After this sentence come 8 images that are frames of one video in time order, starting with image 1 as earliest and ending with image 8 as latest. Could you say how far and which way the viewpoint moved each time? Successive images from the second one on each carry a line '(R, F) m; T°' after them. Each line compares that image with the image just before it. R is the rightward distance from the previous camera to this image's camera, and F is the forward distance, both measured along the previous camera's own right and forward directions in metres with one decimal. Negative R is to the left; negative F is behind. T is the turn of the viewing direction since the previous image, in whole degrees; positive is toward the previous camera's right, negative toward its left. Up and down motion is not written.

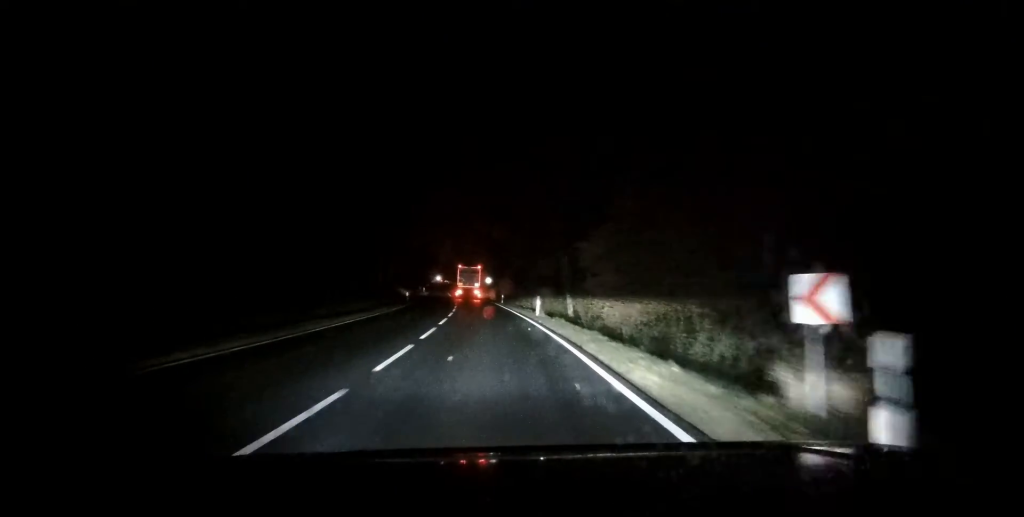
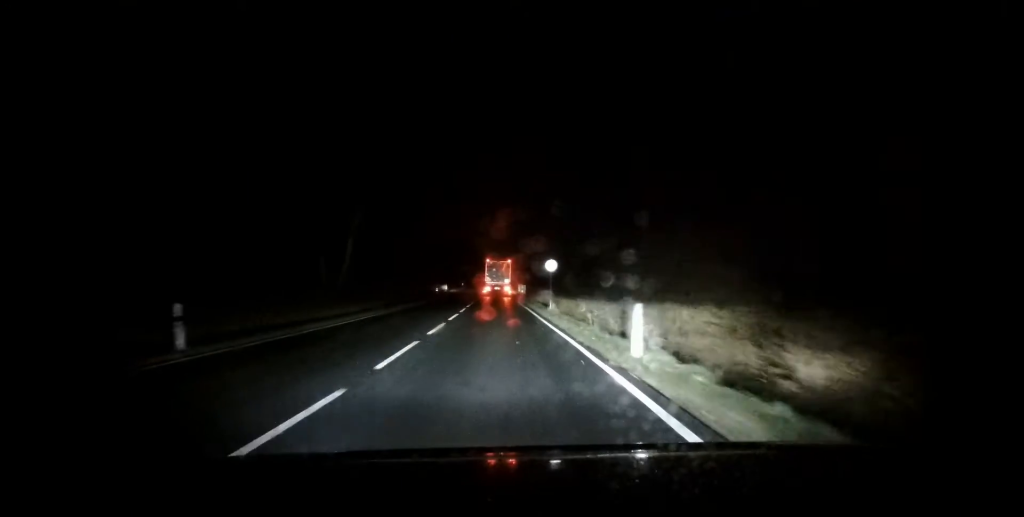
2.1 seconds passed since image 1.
(-1.7, +42.1) m; -4°
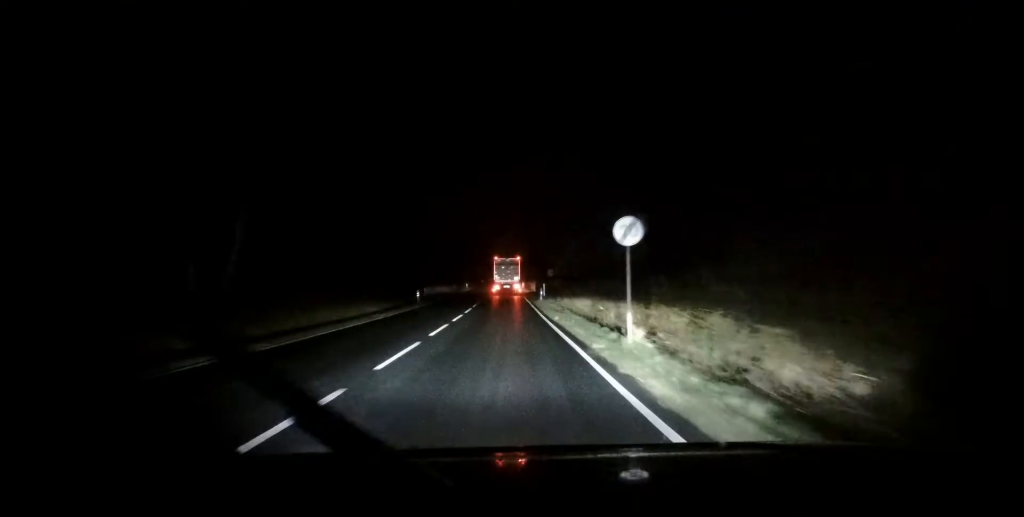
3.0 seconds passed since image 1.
(-0.3, +17.8) m; -1°
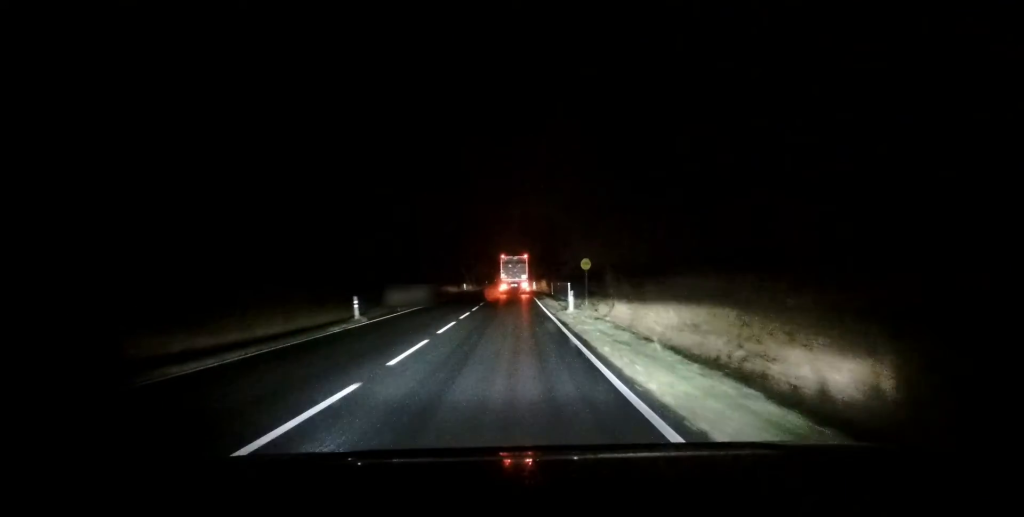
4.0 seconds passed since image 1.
(-0.1, +17.3) m; 0°
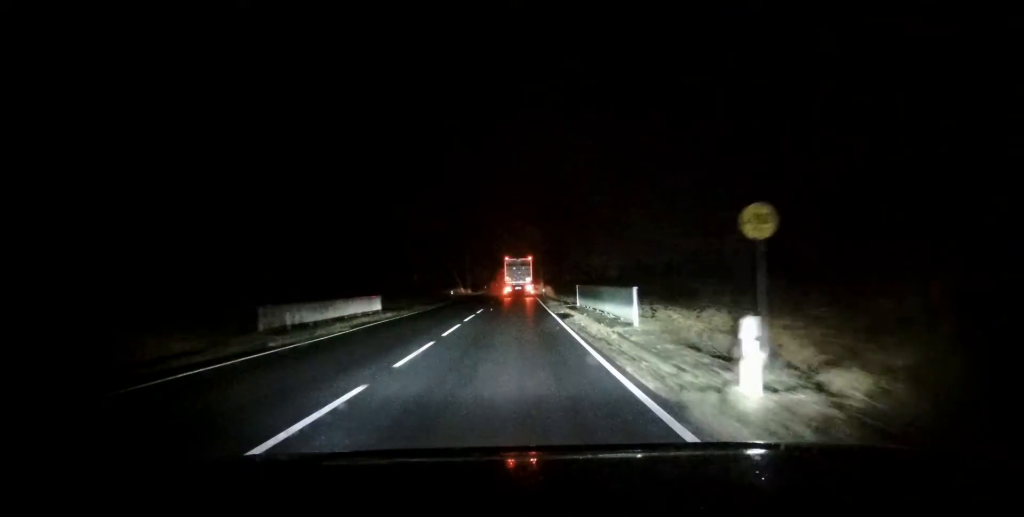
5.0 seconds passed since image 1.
(0.0, +17.9) m; -1°
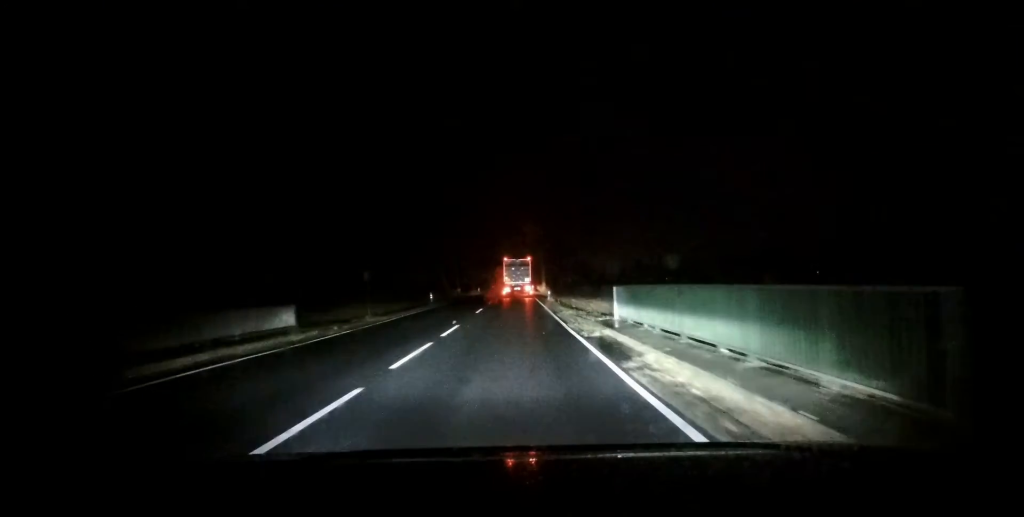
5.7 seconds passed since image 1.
(-0.1, +12.2) m; 0°
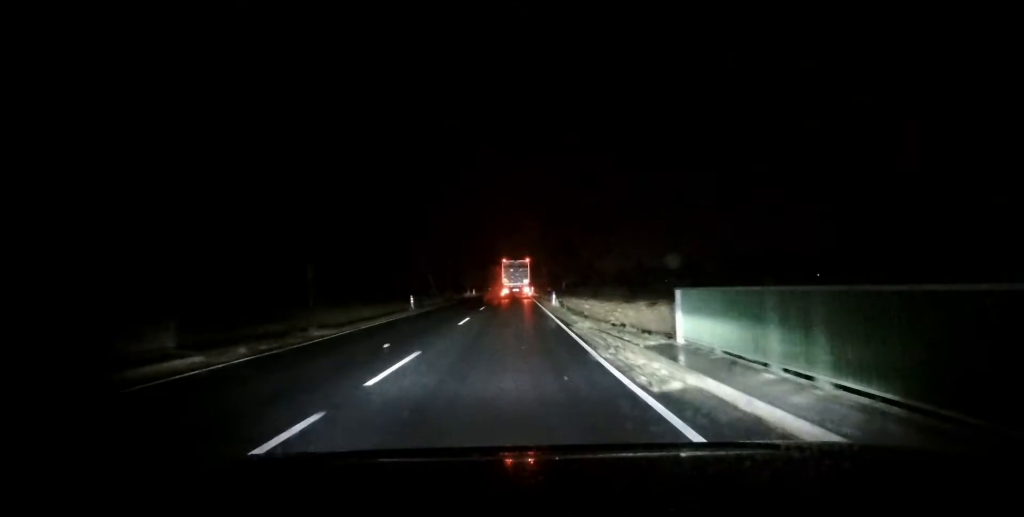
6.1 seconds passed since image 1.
(-0.1, +7.5) m; 0°
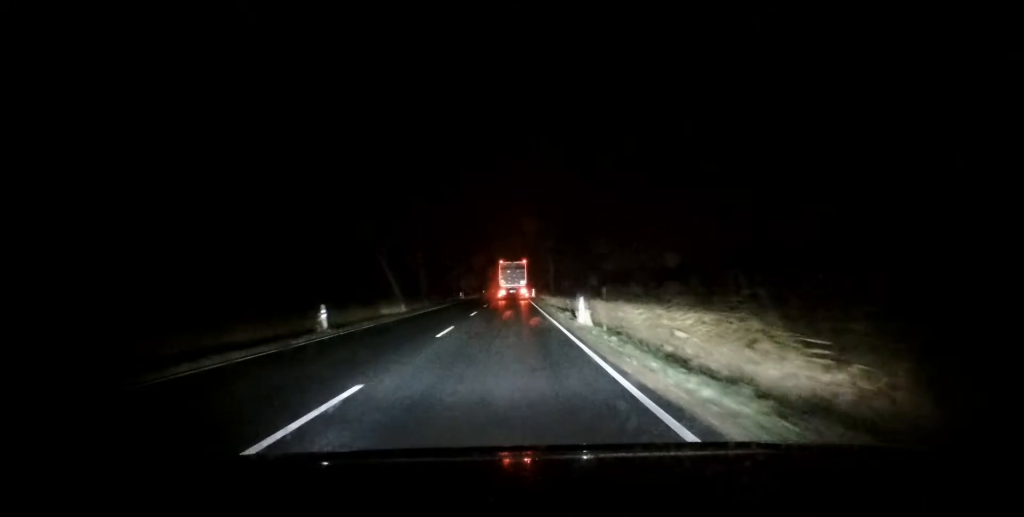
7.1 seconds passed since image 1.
(+0.2, +16.7) m; +1°
